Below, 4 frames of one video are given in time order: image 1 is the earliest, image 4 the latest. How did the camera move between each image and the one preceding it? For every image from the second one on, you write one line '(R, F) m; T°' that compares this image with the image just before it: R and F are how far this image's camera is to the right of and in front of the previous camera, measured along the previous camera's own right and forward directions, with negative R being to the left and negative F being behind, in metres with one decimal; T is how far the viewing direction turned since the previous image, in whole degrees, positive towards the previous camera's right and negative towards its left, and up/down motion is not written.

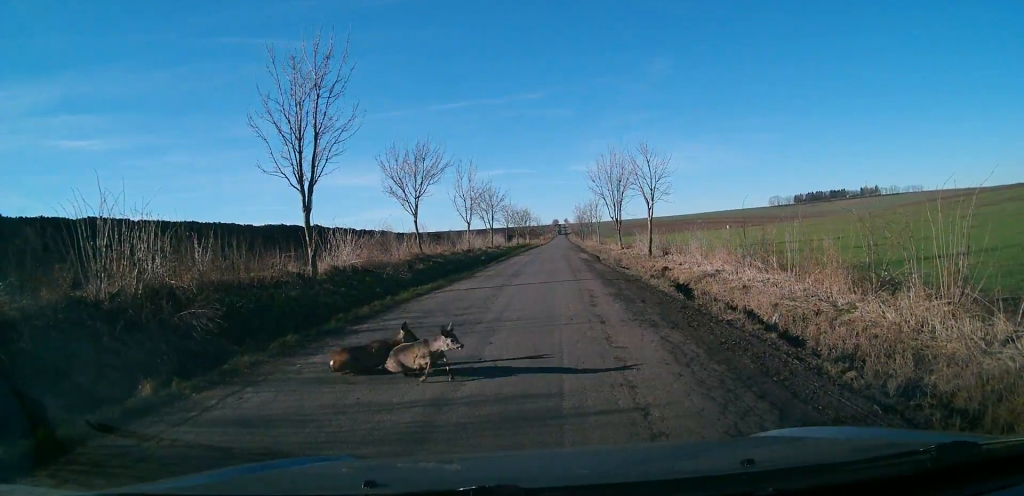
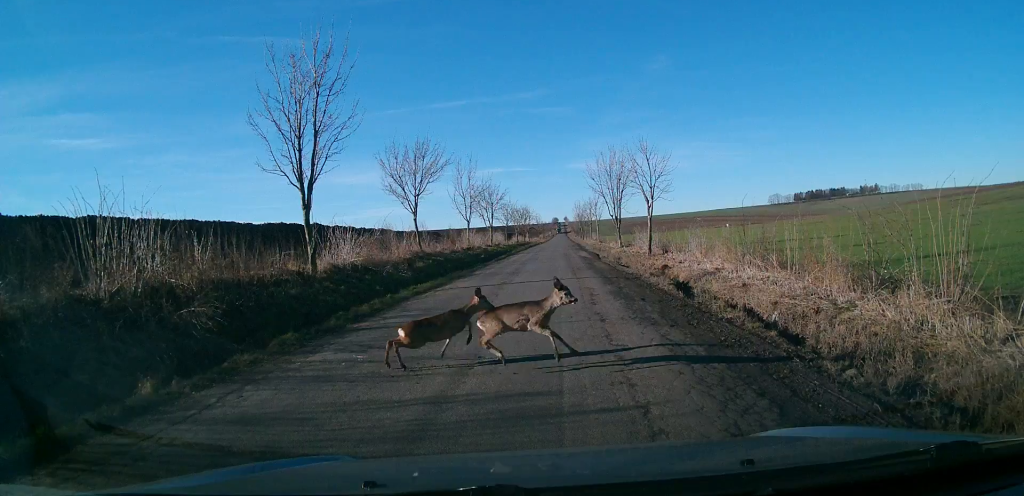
(0.0, 0.0) m; 0°
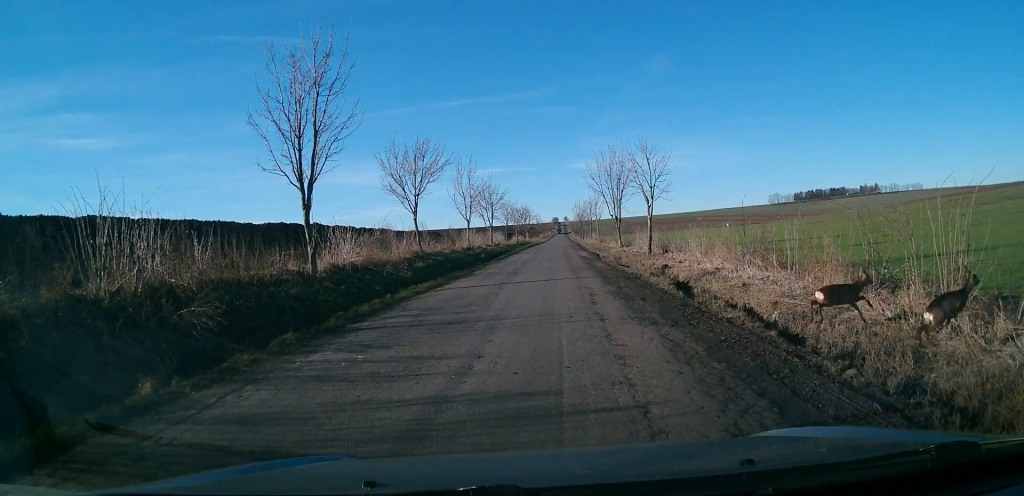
(0.0, 0.0) m; 0°
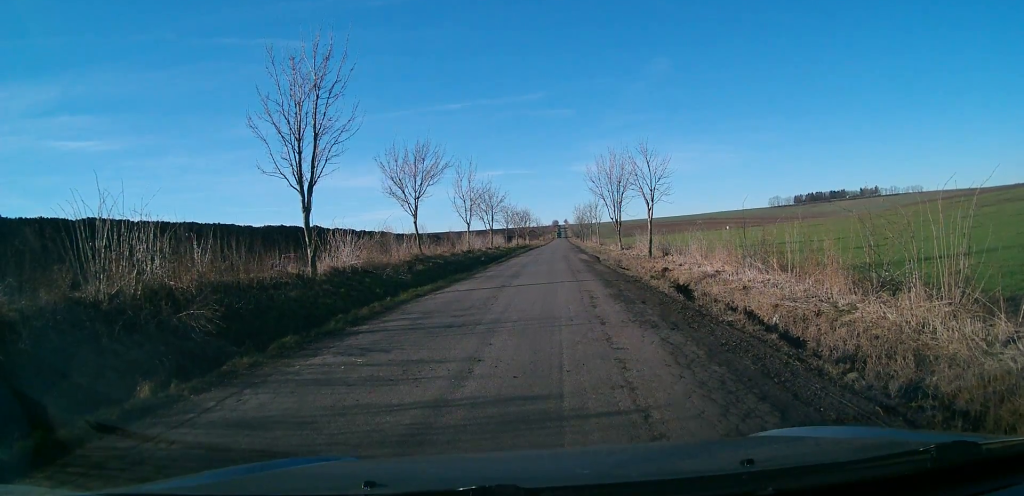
(-0.1, +0.5) m; 0°
